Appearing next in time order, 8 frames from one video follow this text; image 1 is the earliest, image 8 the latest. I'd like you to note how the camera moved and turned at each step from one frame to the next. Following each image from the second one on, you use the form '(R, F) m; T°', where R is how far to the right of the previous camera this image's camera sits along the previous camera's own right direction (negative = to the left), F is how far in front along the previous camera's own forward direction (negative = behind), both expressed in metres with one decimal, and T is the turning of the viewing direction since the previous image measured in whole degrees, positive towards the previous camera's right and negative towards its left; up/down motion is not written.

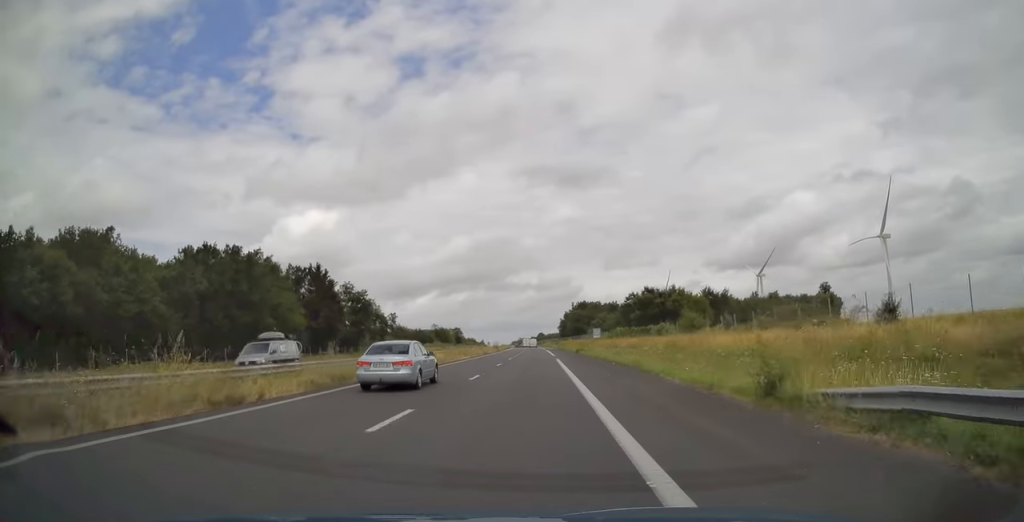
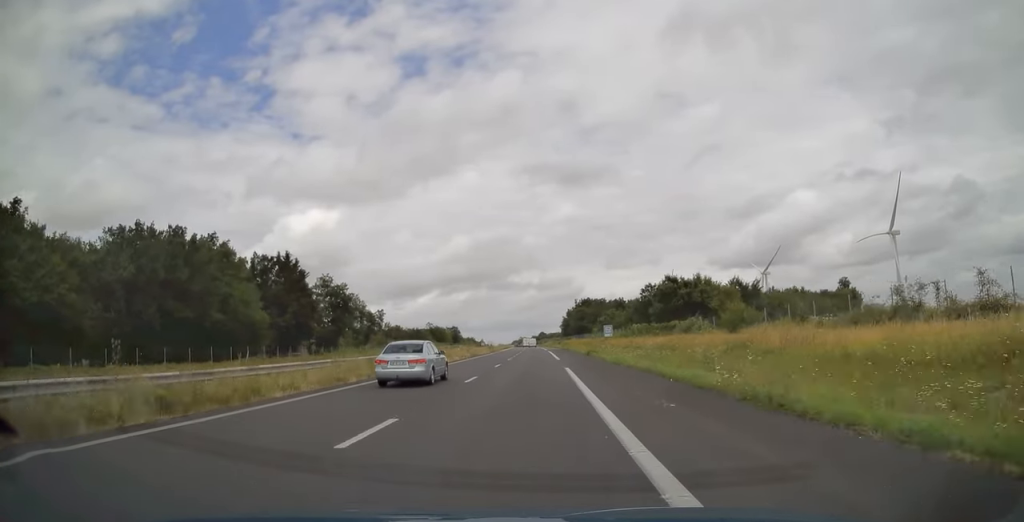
(-0.1, +14.5) m; 0°
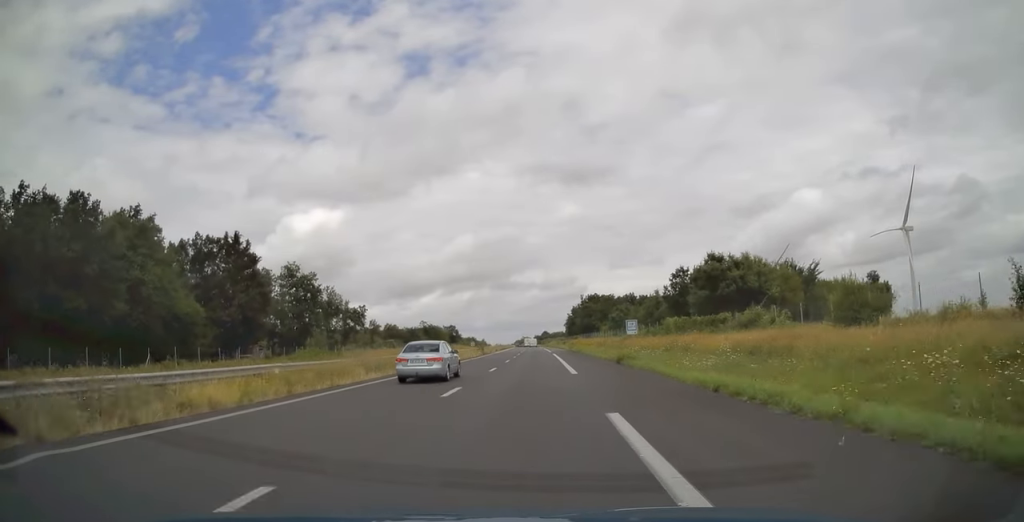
(-0.1, +18.2) m; 0°
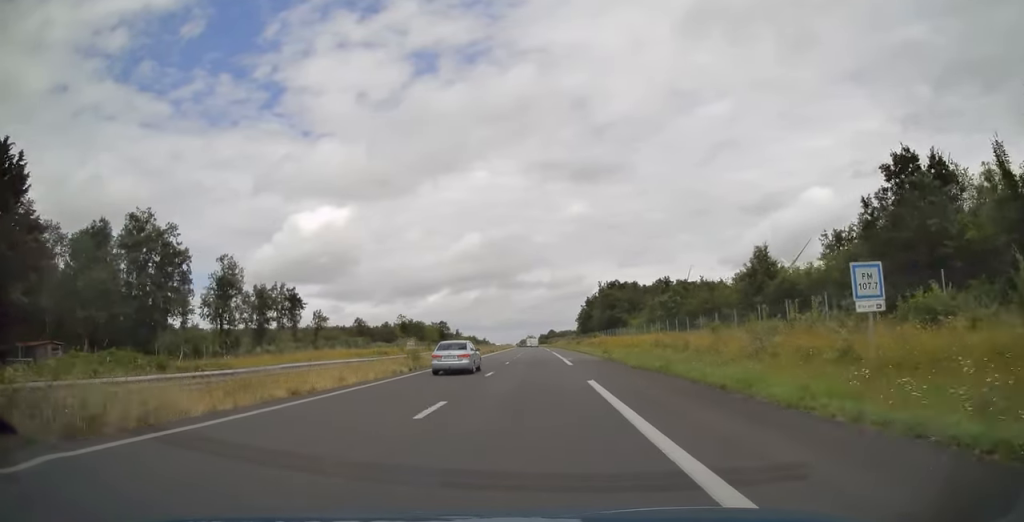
(-0.1, +43.5) m; 0°
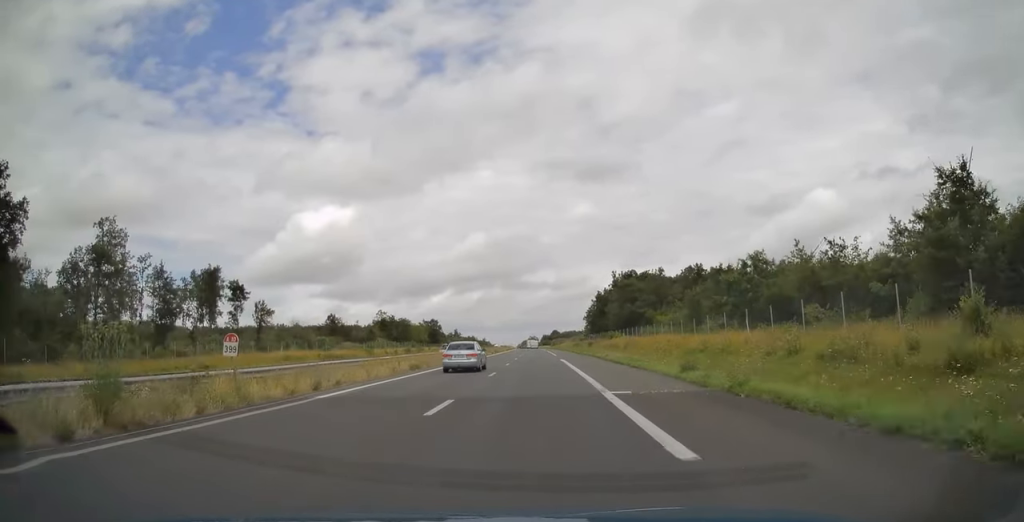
(-0.1, +25.8) m; 0°
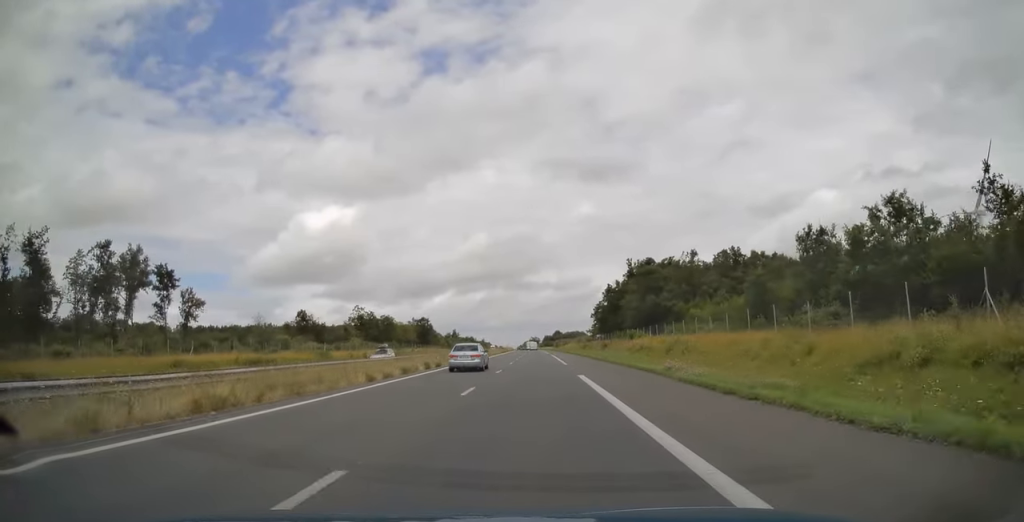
(-0.1, +20.9) m; 0°
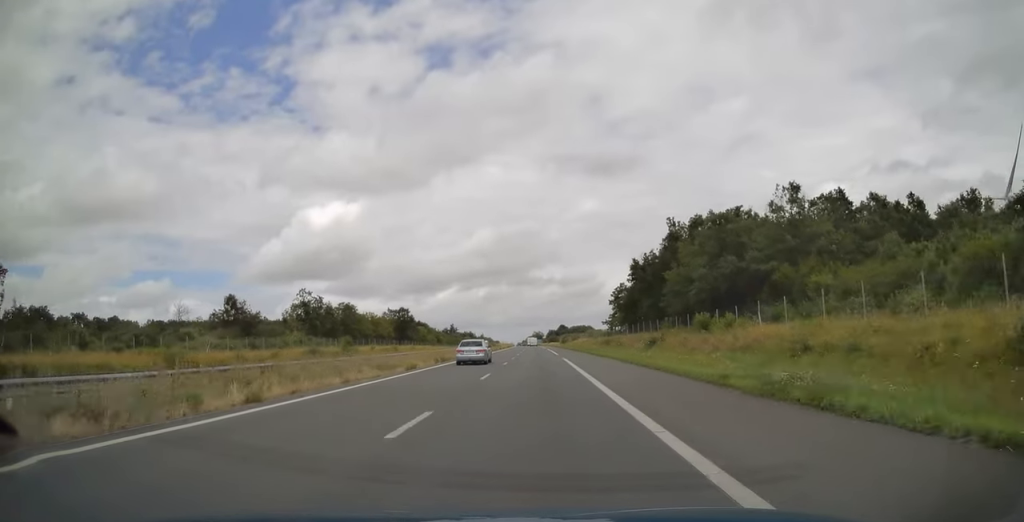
(-0.1, +33.8) m; 0°
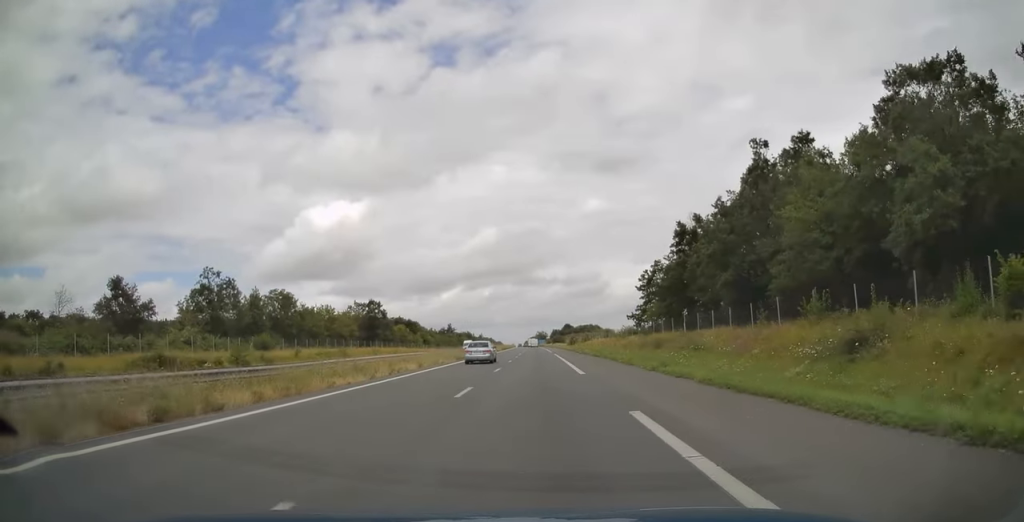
(-0.1, +32.2) m; 0°
